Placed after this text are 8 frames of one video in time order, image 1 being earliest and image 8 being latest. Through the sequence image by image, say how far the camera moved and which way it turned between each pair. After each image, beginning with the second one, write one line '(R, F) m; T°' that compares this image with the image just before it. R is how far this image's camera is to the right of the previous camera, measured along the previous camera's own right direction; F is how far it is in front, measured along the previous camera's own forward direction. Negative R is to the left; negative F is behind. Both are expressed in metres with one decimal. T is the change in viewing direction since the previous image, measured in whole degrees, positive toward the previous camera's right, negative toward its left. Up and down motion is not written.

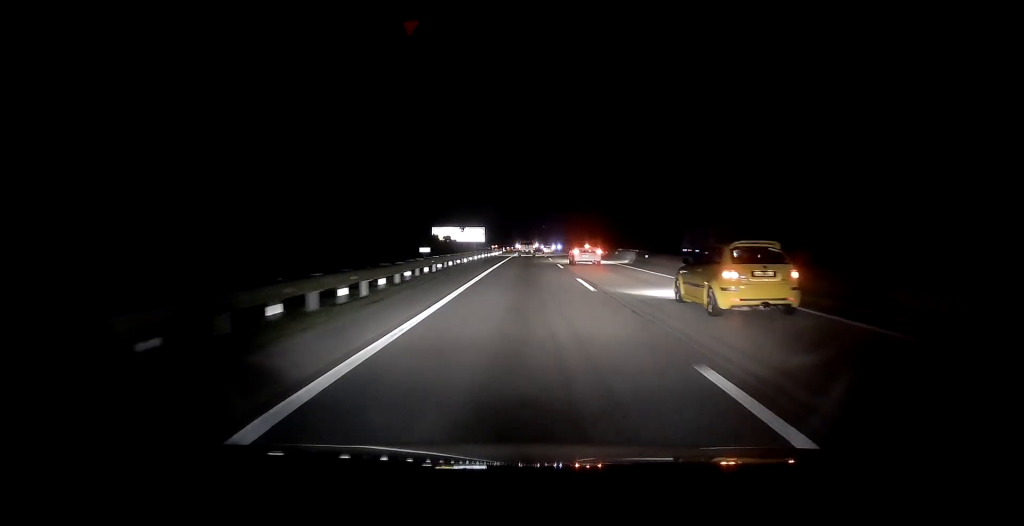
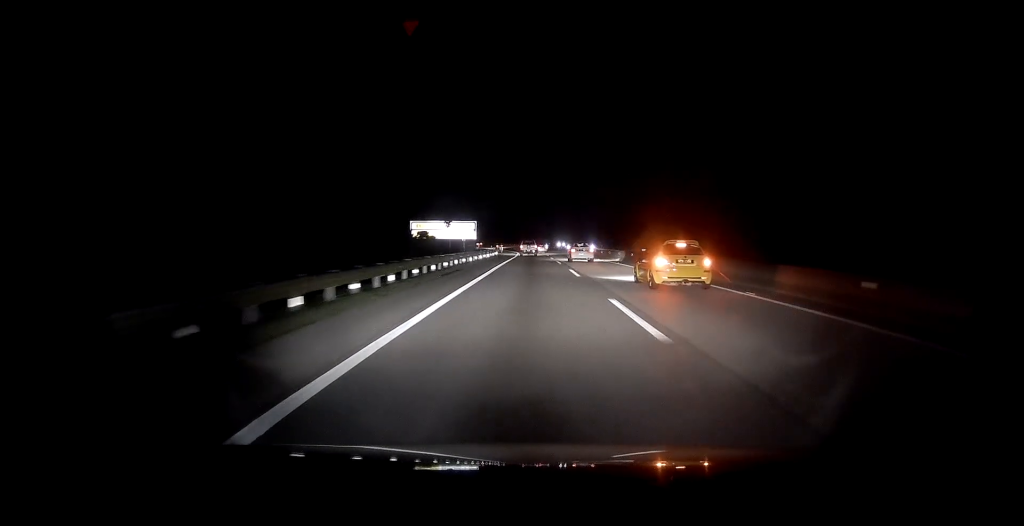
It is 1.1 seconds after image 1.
(+0.5, +23.1) m; +1°
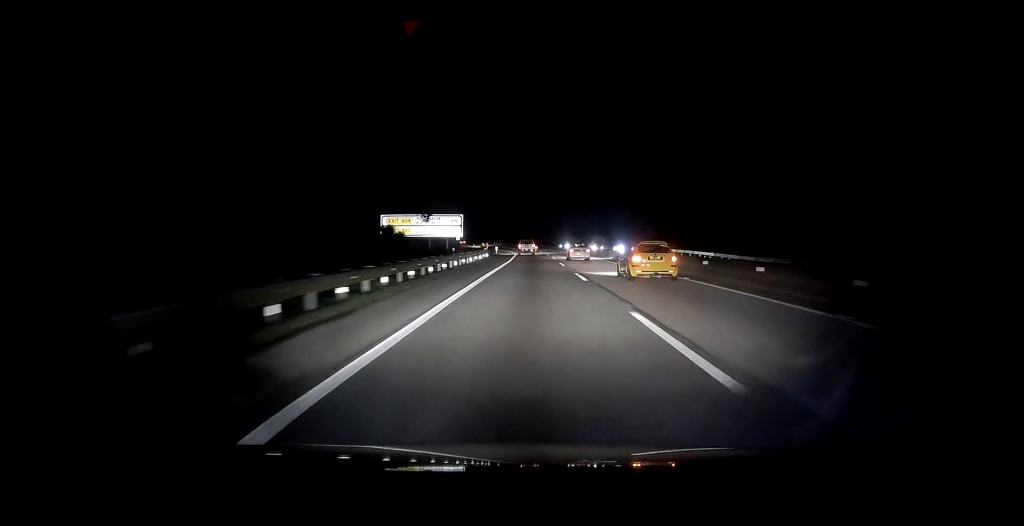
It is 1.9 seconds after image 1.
(0.0, +17.3) m; 0°
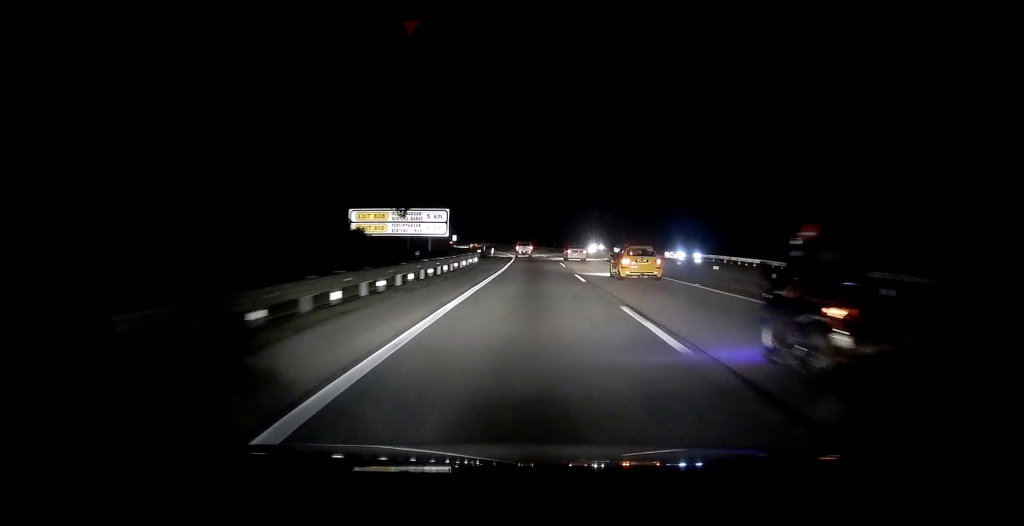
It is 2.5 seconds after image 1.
(+0.1, +12.9) m; -1°
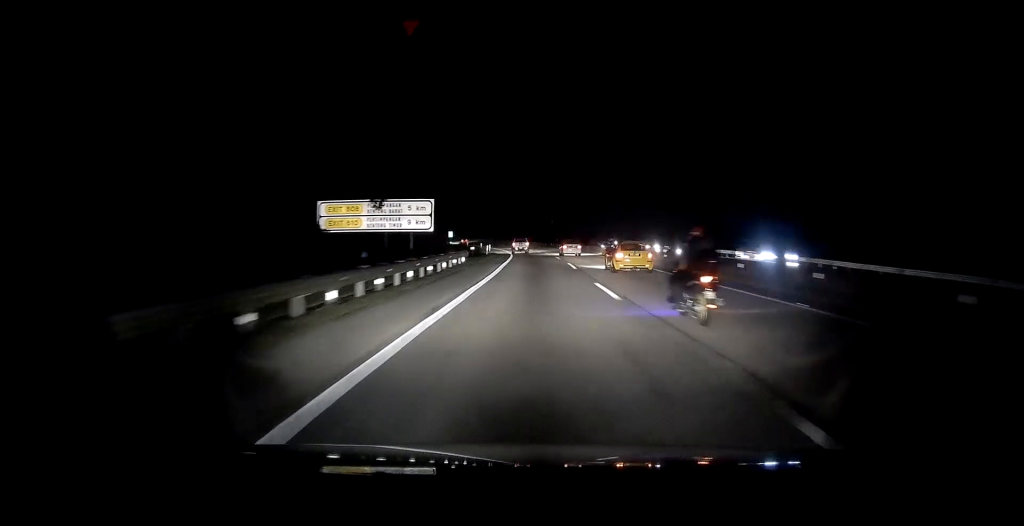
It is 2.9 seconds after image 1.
(-0.1, +8.6) m; 0°
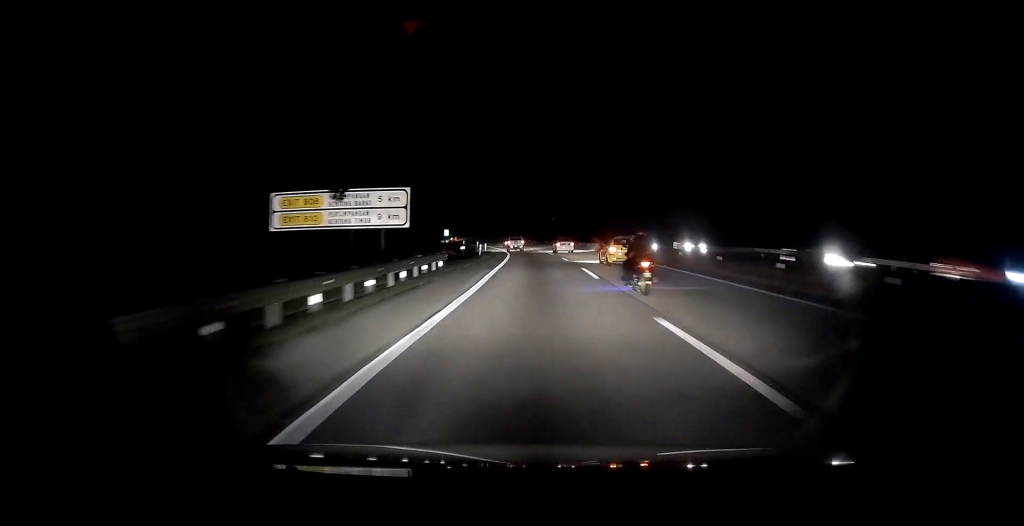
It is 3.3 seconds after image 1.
(-0.3, +9.3) m; 0°
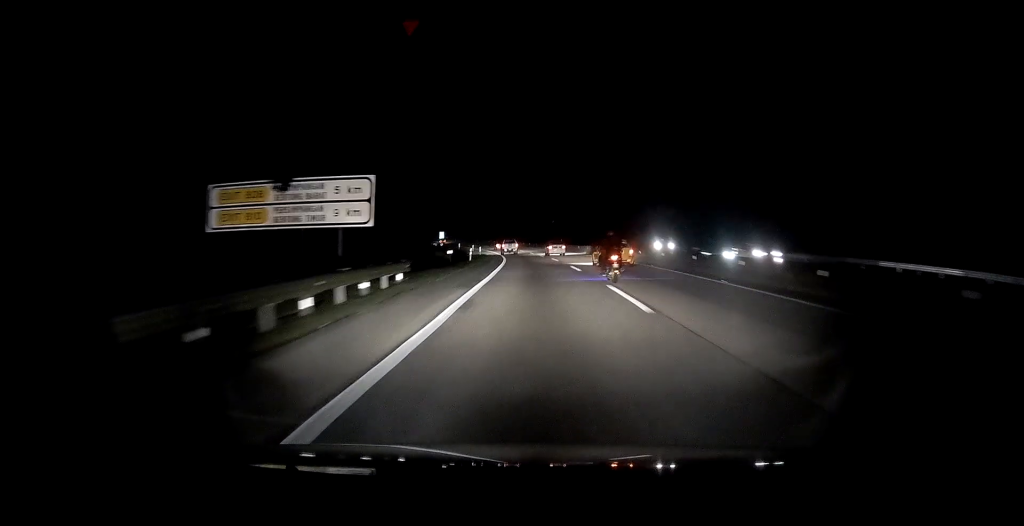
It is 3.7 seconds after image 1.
(-0.2, +8.6) m; 0°
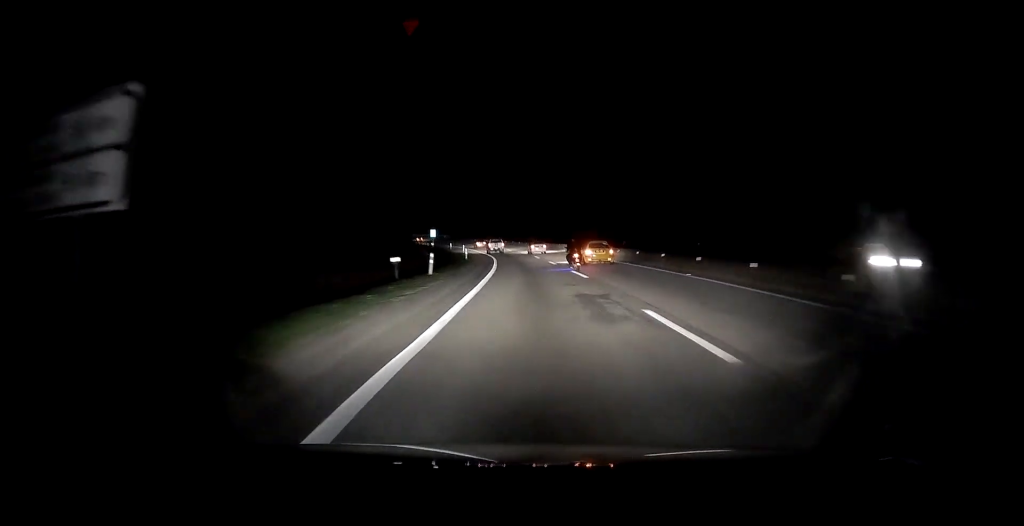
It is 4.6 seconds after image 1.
(+0.7, +19.4) m; 0°
